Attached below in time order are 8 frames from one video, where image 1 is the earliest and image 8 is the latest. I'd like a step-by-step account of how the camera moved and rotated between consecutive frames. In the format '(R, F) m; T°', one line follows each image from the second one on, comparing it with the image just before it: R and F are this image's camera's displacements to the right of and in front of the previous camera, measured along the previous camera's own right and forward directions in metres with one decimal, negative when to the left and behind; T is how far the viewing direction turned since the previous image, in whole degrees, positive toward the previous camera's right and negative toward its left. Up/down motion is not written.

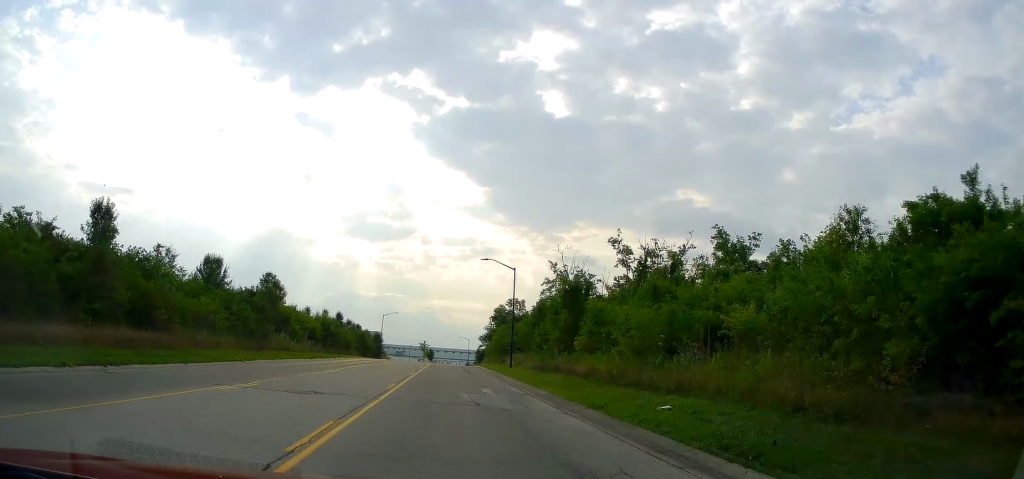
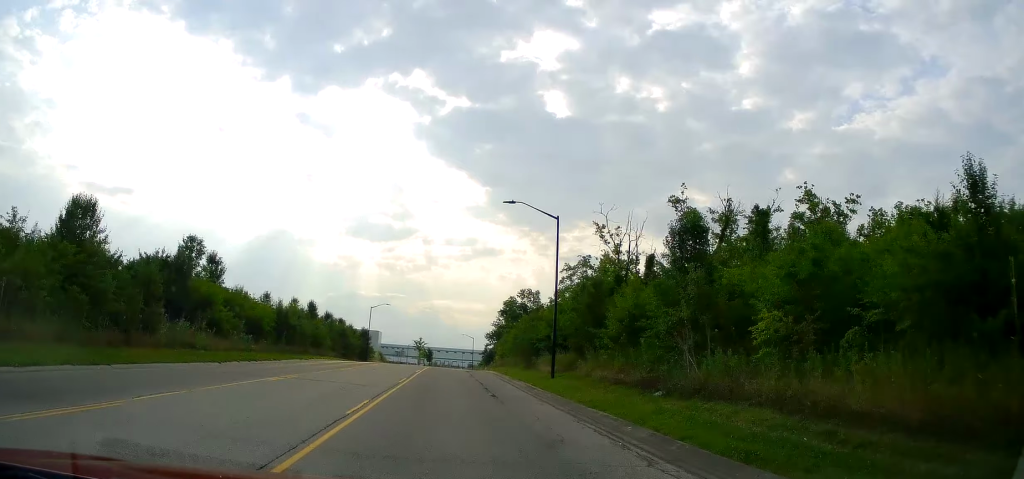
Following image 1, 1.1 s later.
(+0.1, +19.9) m; +1°
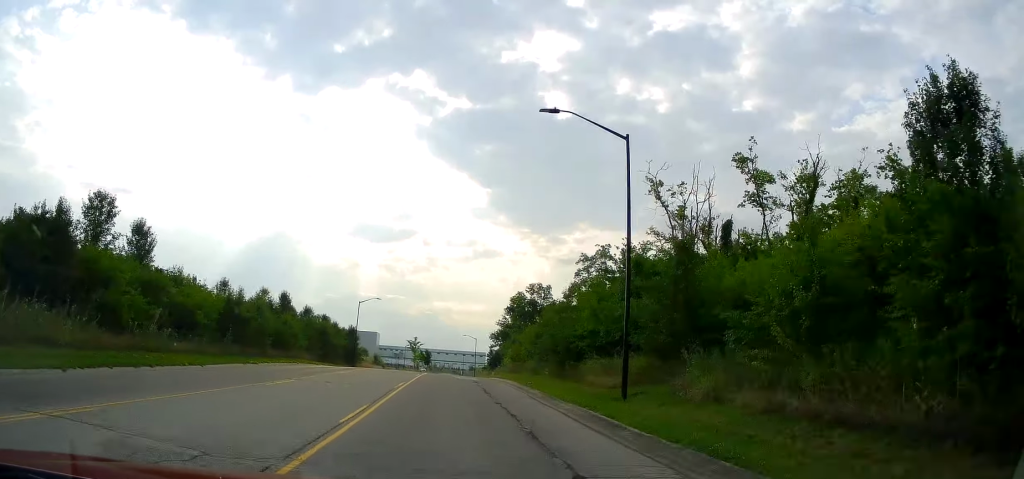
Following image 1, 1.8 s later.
(+0.1, +12.6) m; 0°
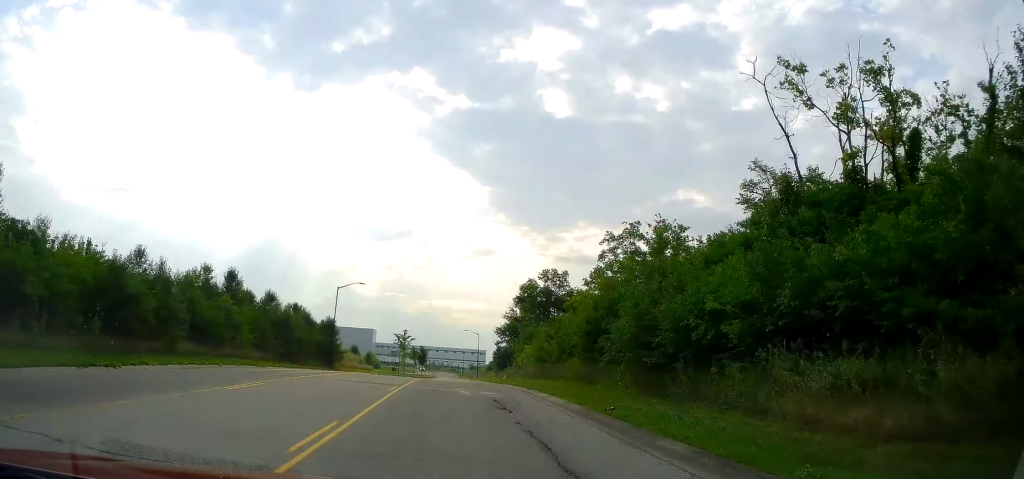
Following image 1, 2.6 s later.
(0.0, +15.0) m; -1°
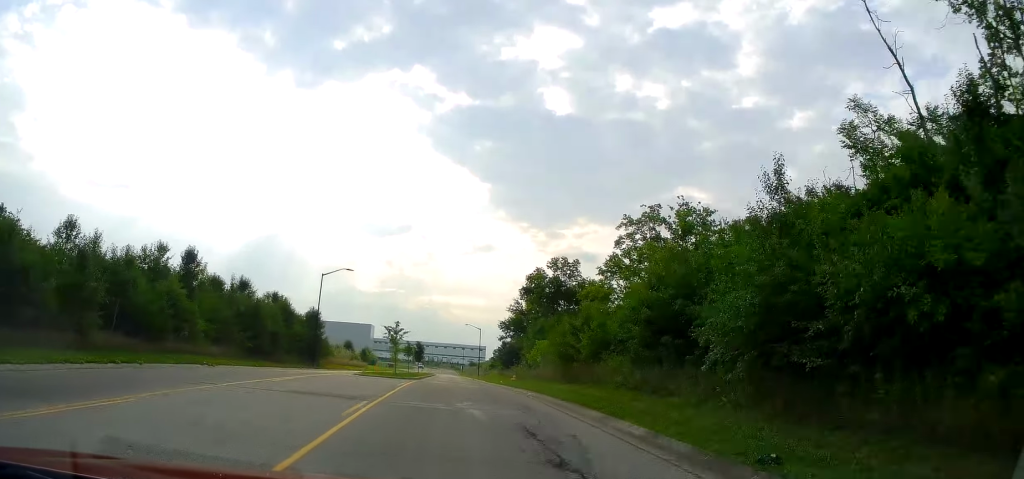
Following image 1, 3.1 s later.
(-0.3, +7.8) m; +1°
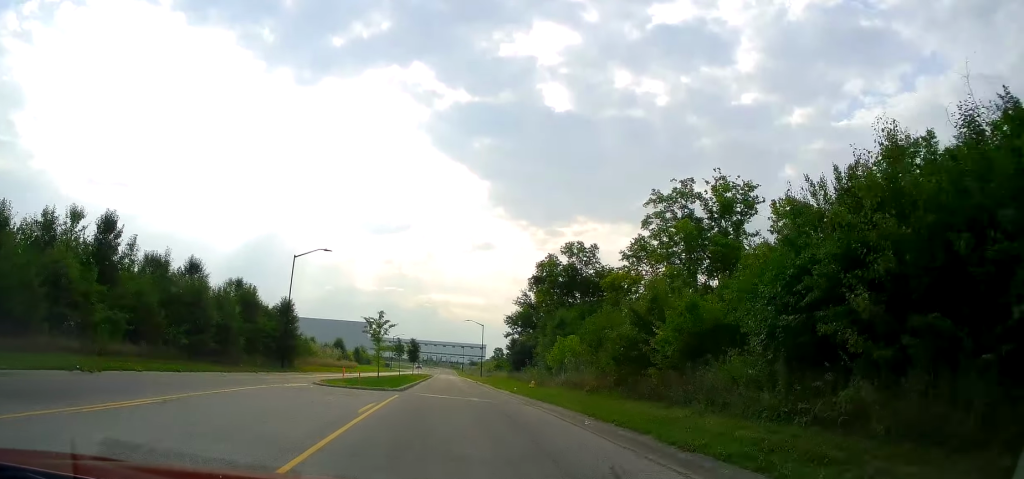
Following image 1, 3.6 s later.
(-0.1, +10.3) m; +1°
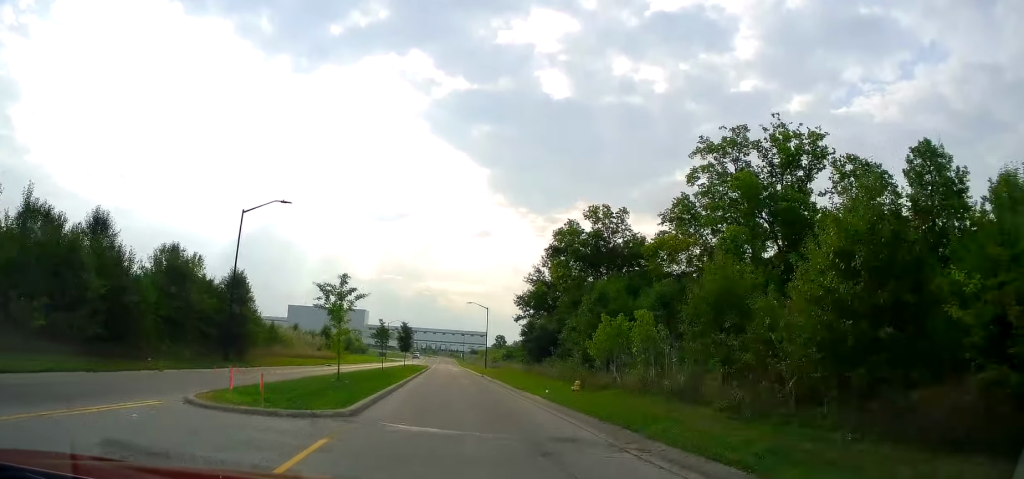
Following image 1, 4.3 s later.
(+0.7, +12.3) m; 0°
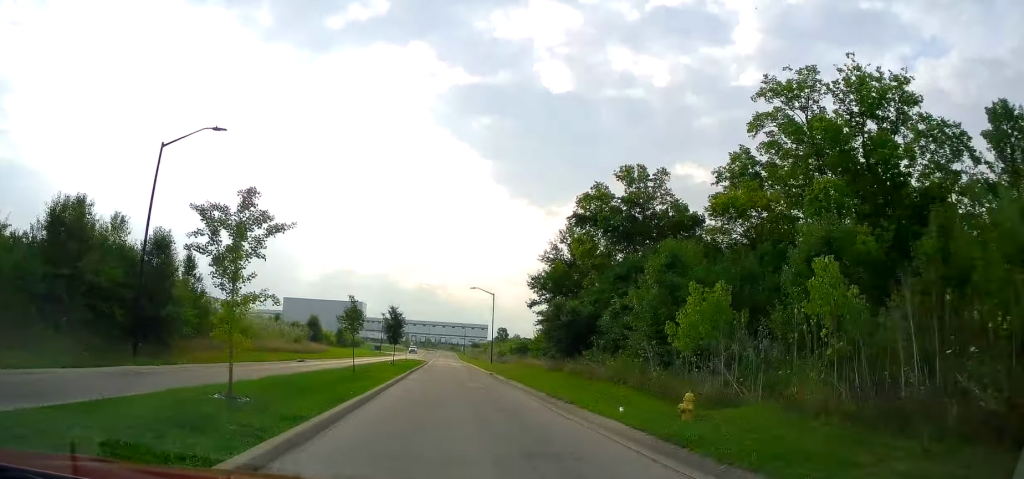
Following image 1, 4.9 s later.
(-0.3, +11.2) m; -1°
